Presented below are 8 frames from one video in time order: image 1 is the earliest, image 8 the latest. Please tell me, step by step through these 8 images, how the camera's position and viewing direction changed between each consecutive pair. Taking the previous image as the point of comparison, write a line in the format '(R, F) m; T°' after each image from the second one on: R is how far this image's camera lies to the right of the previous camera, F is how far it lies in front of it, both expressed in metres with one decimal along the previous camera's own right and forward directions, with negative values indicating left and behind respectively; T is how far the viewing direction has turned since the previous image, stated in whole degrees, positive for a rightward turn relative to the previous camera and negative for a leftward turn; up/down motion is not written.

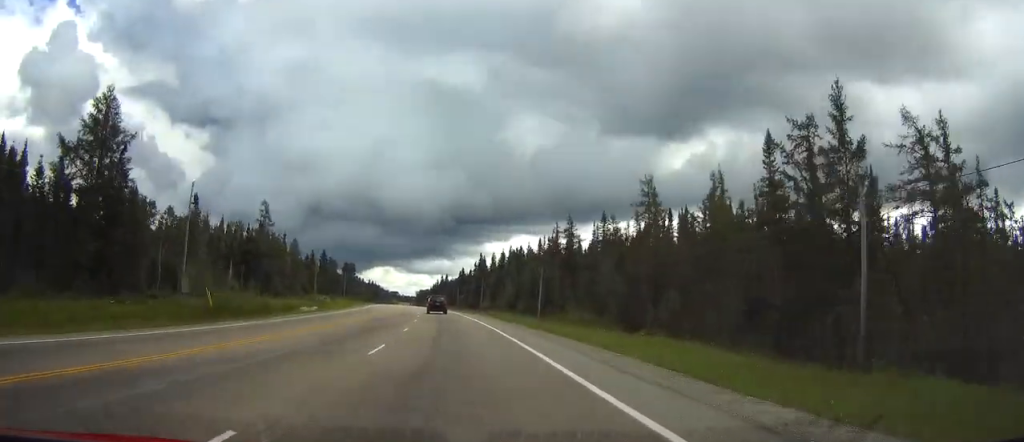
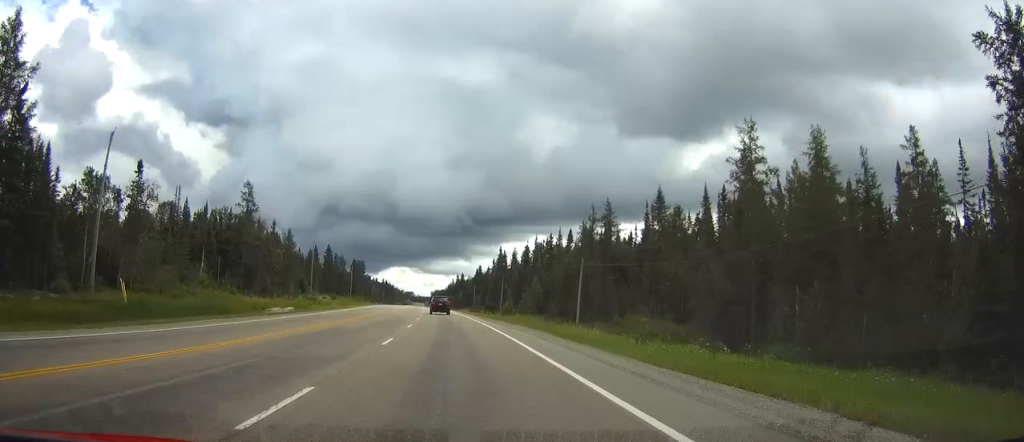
(0.0, +20.8) m; -1°
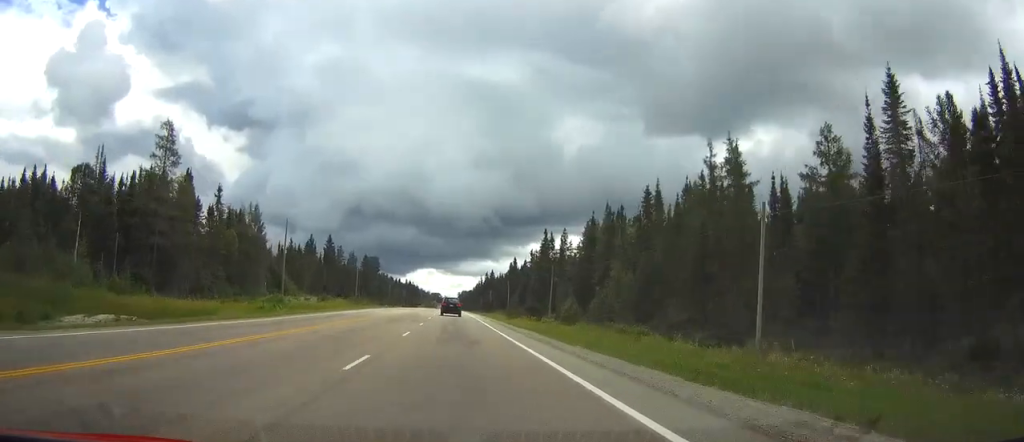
(-0.8, +42.7) m; -2°
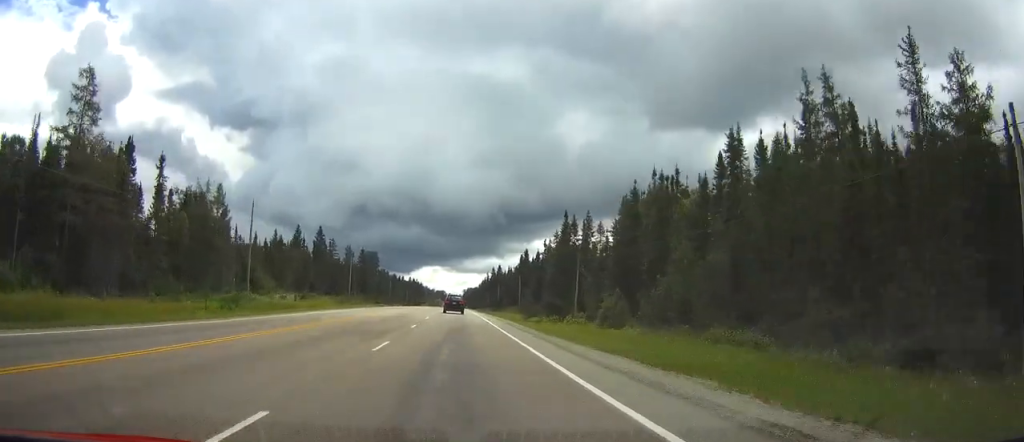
(-0.2, +19.7) m; -1°
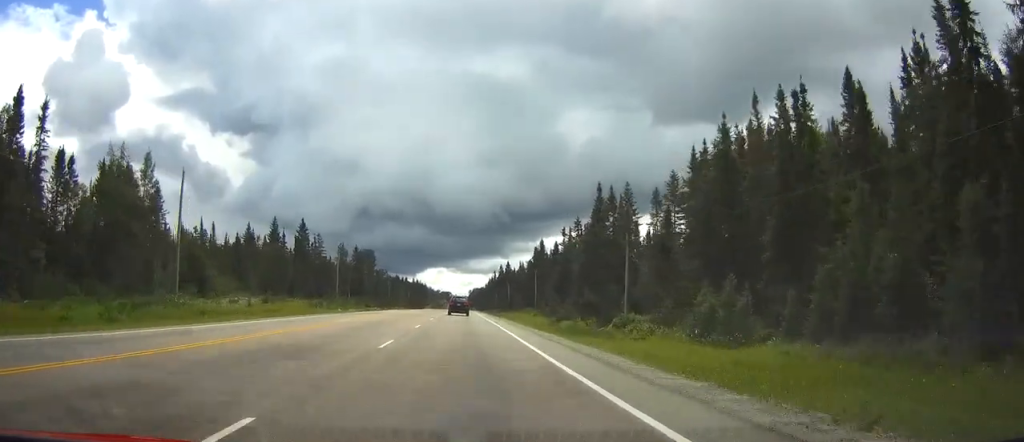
(-0.1, +24.0) m; 0°
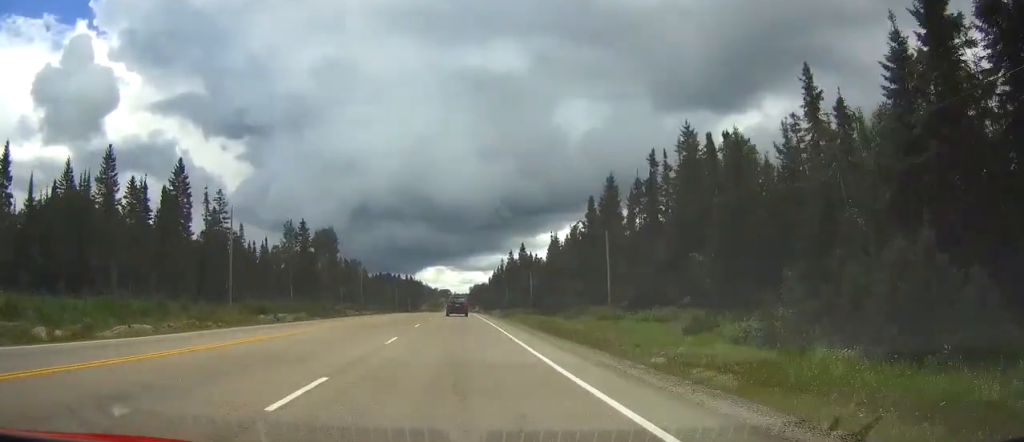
(-0.2, +69.3) m; 0°
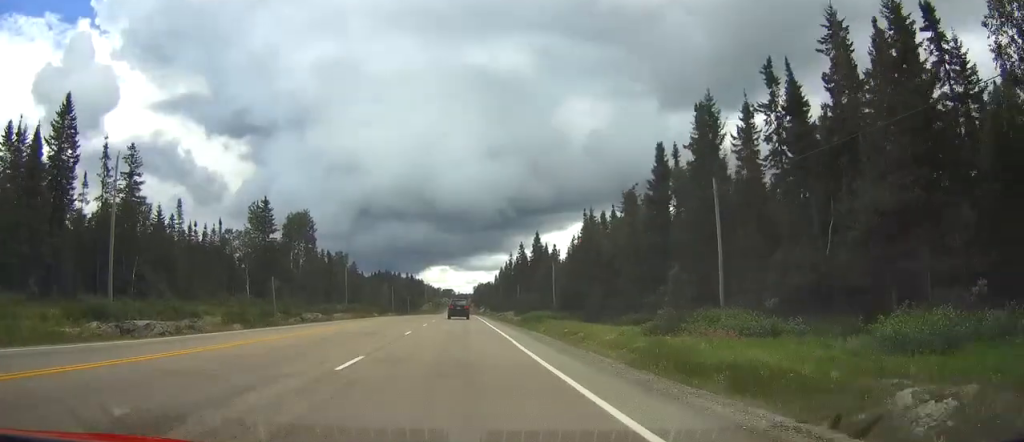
(0.0, +30.2) m; 0°
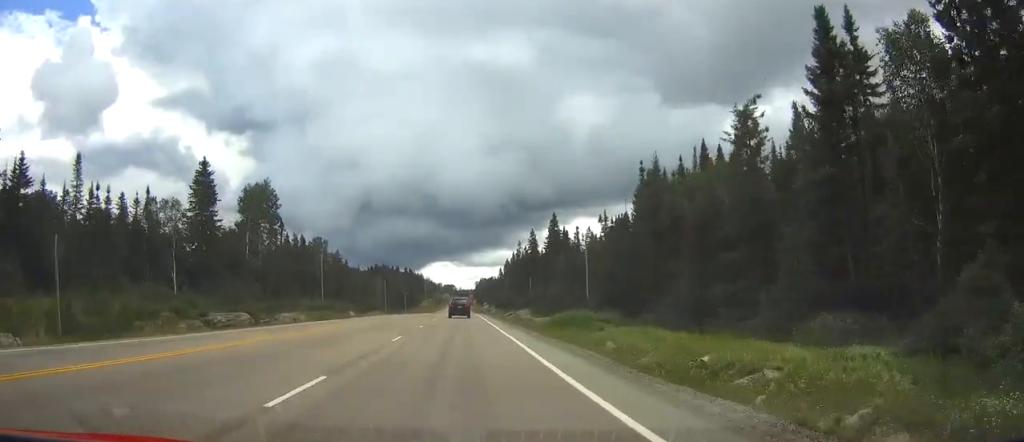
(0.0, +29.1) m; 0°
